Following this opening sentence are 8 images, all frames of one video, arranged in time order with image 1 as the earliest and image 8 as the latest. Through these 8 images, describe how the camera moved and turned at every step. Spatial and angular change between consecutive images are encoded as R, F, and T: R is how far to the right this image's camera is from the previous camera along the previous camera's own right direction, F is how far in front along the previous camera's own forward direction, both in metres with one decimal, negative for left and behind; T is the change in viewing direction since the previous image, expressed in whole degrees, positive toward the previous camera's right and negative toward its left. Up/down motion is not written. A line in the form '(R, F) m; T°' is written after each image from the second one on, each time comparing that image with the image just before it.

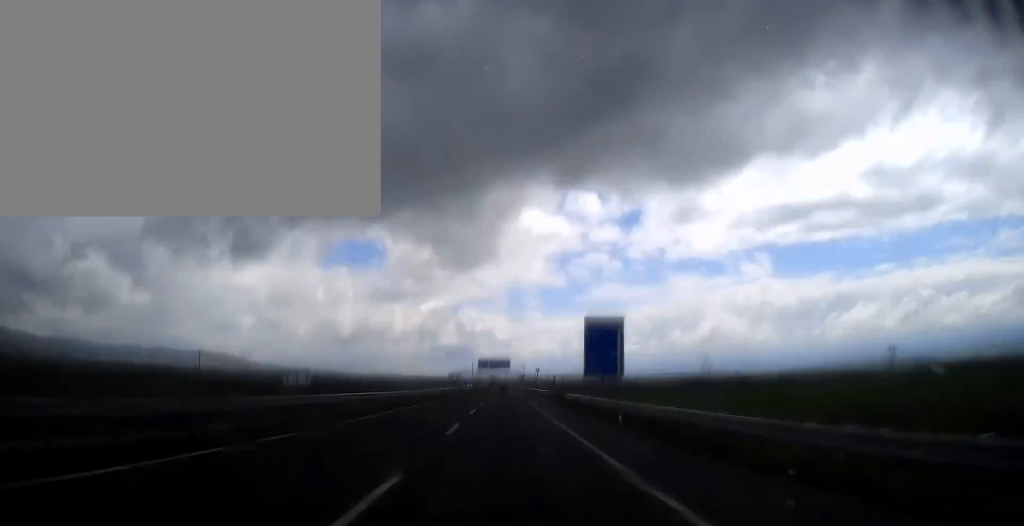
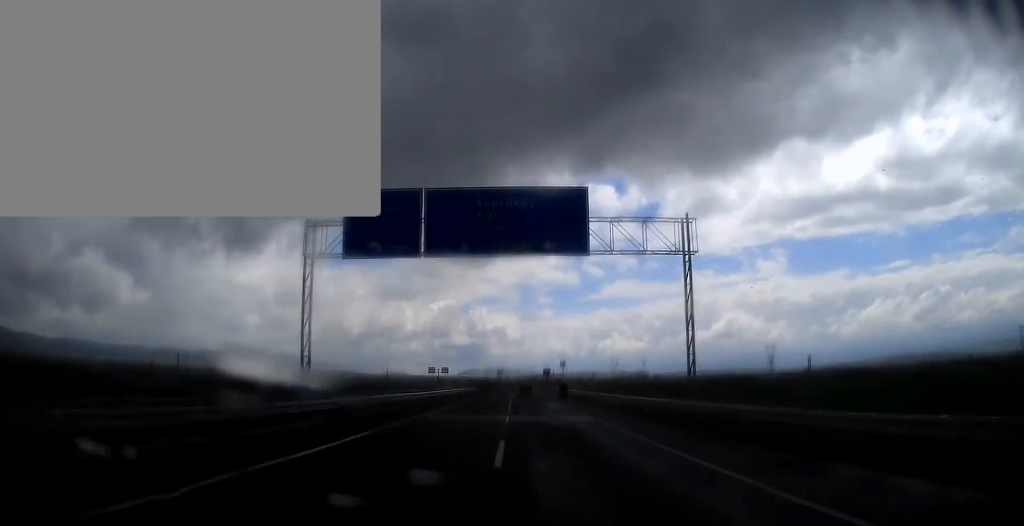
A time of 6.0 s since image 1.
(-0.1, +175.2) m; +2°
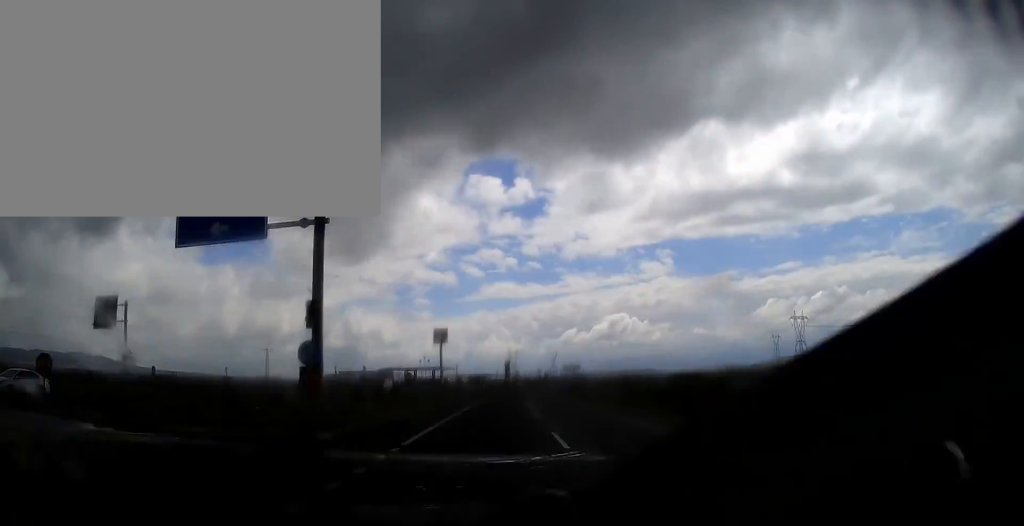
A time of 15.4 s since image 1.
(+22.0, +272.4) m; +11°
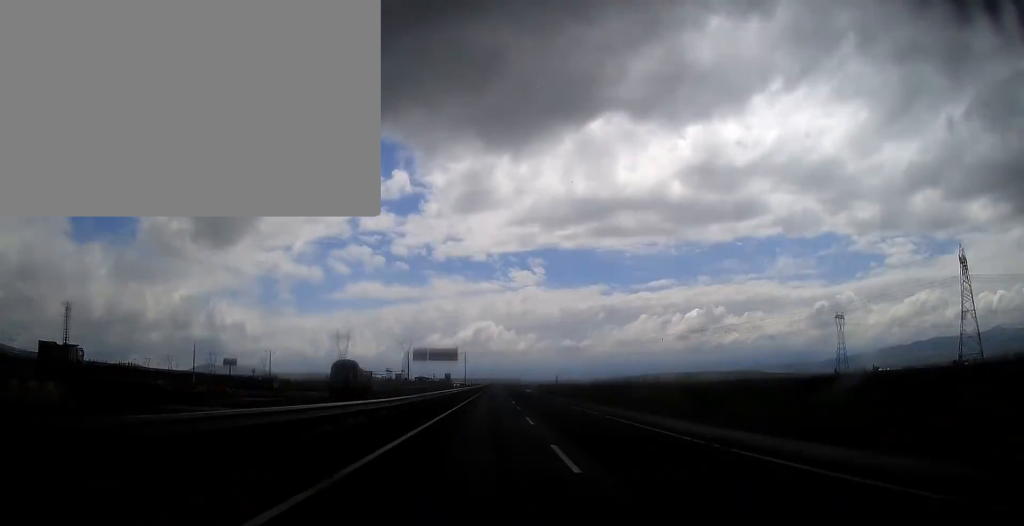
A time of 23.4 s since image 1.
(+23.1, +231.4) m; +9°
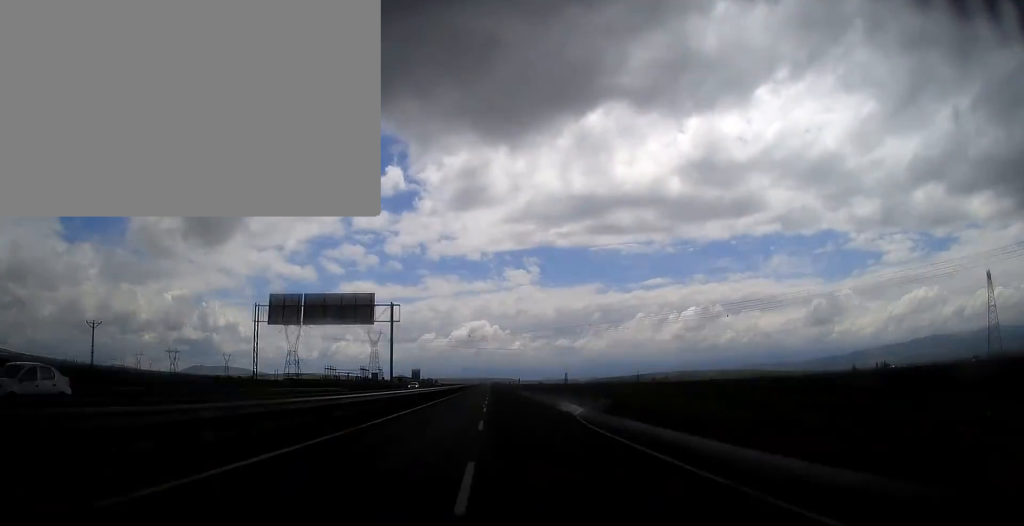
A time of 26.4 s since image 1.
(+3.3, +87.5) m; +2°
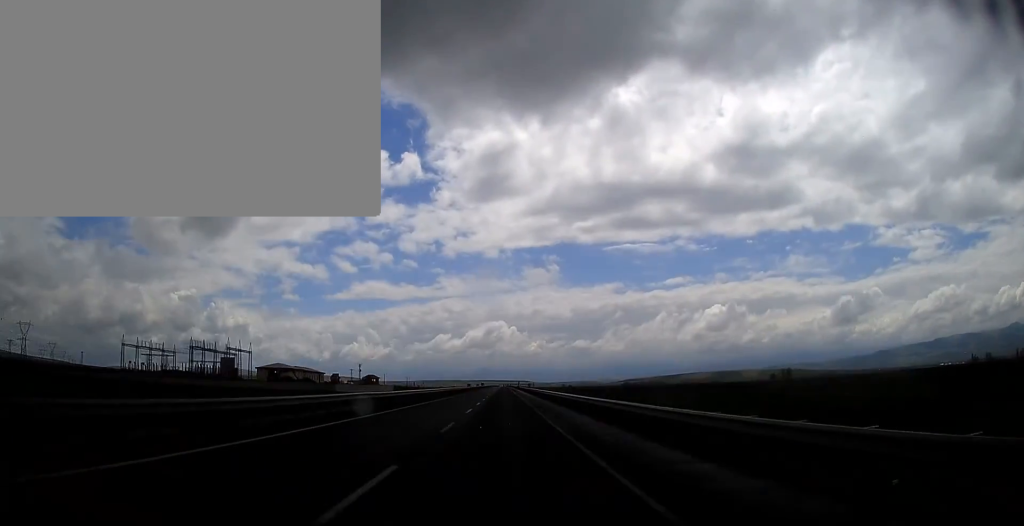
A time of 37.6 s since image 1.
(-1.9, +327.1) m; -1°
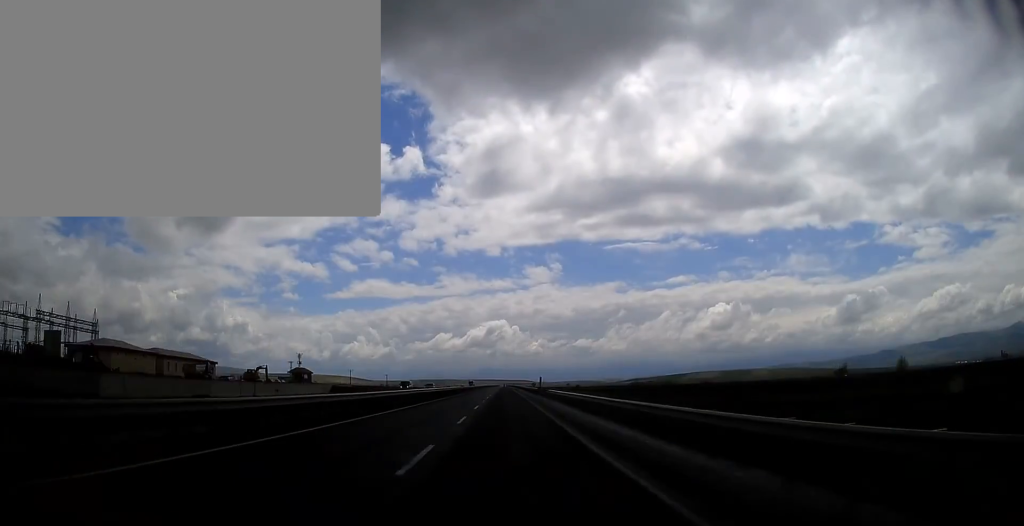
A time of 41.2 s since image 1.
(-0.3, +105.2) m; 0°
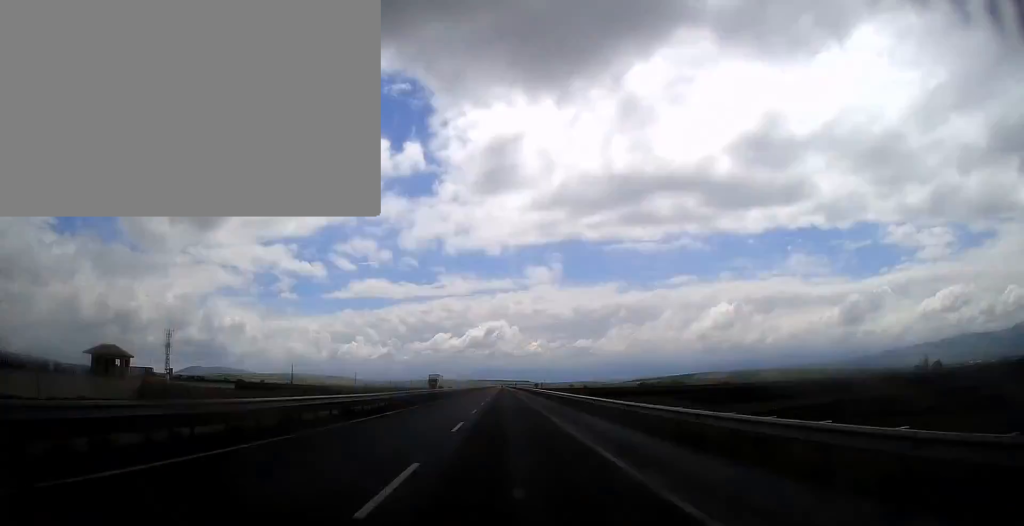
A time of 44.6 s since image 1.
(-0.3, +99.4) m; 0°
